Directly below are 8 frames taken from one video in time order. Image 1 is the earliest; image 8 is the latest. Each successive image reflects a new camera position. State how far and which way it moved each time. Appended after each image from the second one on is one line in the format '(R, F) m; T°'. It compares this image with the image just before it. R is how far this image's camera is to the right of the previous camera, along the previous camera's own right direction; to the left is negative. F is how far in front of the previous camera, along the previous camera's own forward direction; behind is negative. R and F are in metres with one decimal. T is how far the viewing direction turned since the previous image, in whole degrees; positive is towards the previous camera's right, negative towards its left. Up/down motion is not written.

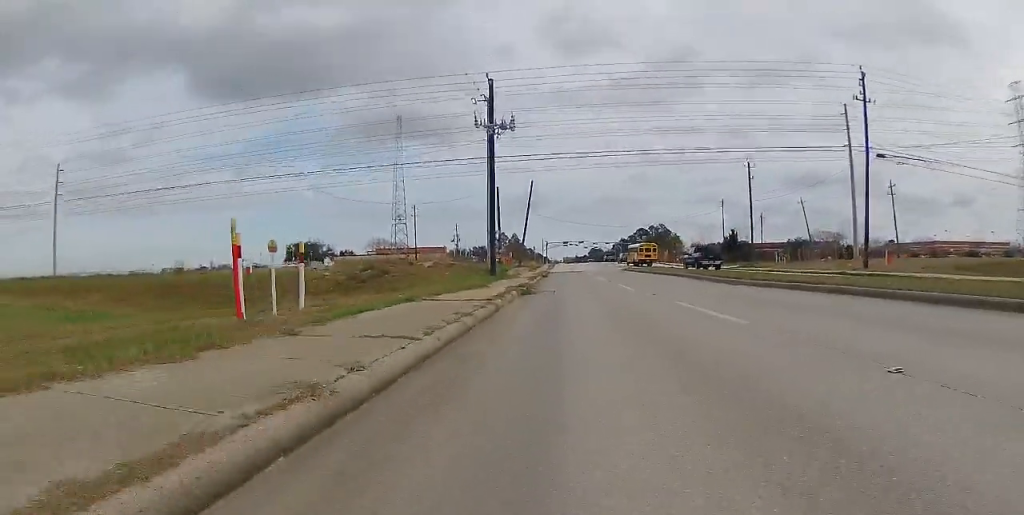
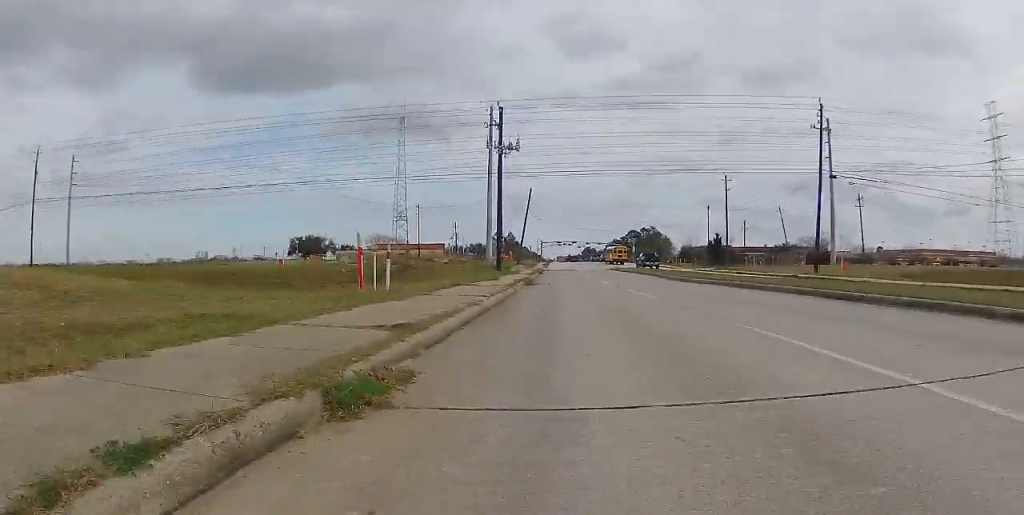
(+0.2, +7.0) m; 0°
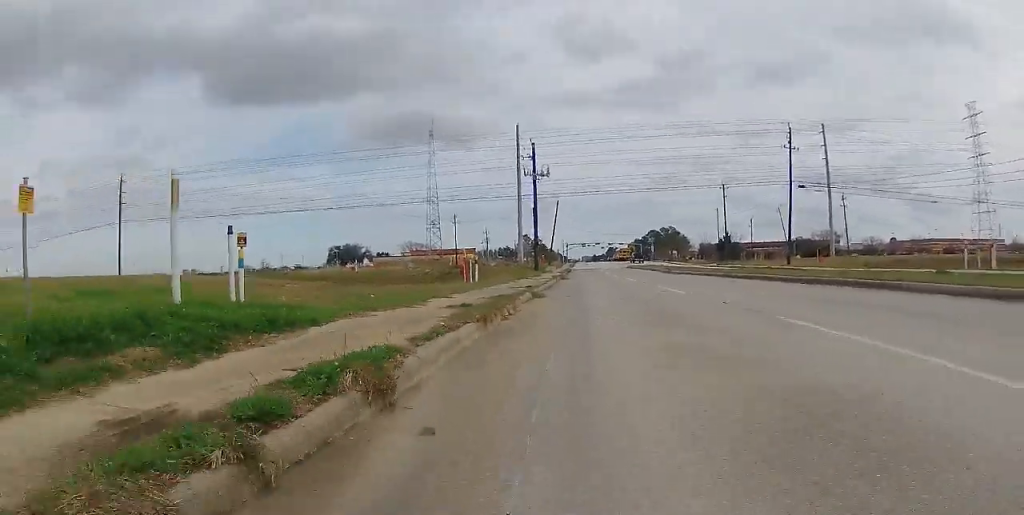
(-0.5, +11.4) m; -1°
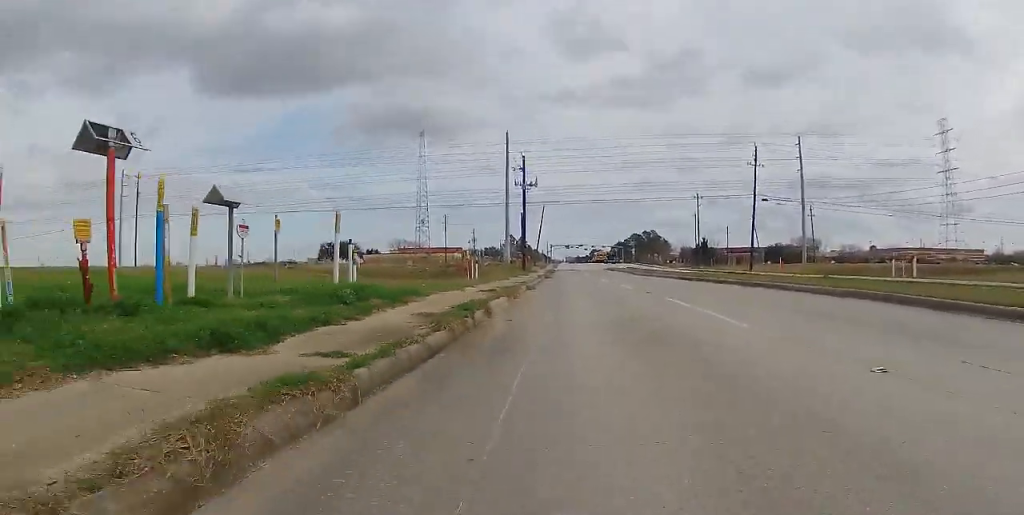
(+0.2, +6.4) m; +3°
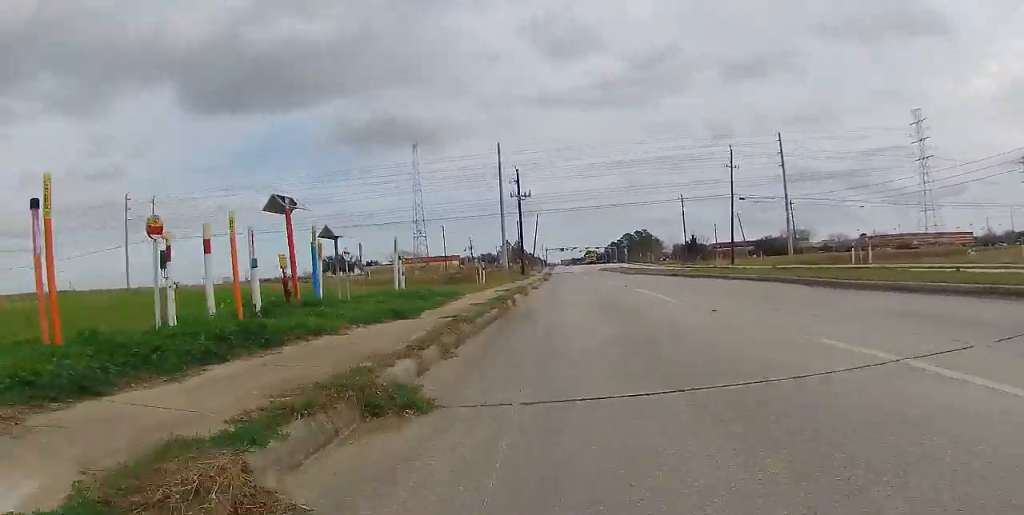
(+0.2, +5.2) m; 0°
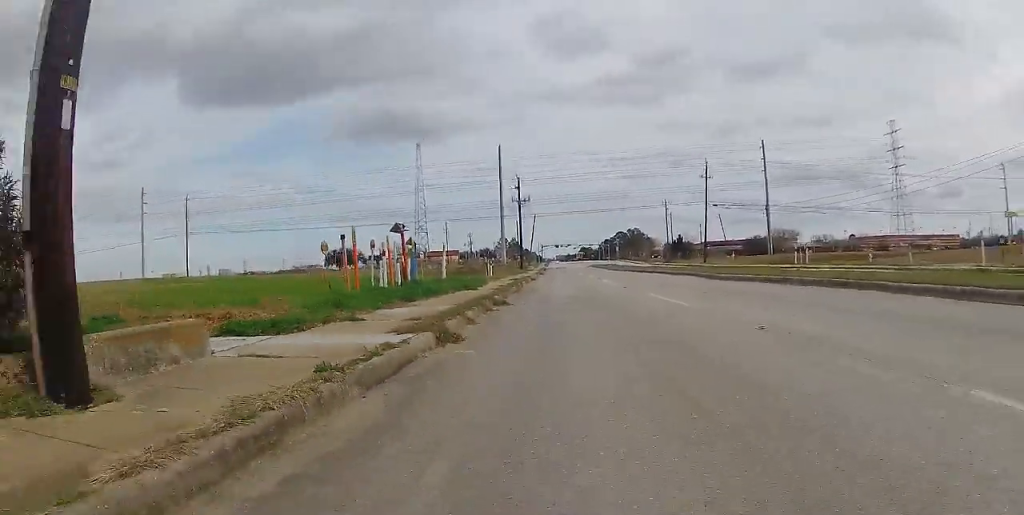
(-0.4, +9.8) m; -4°
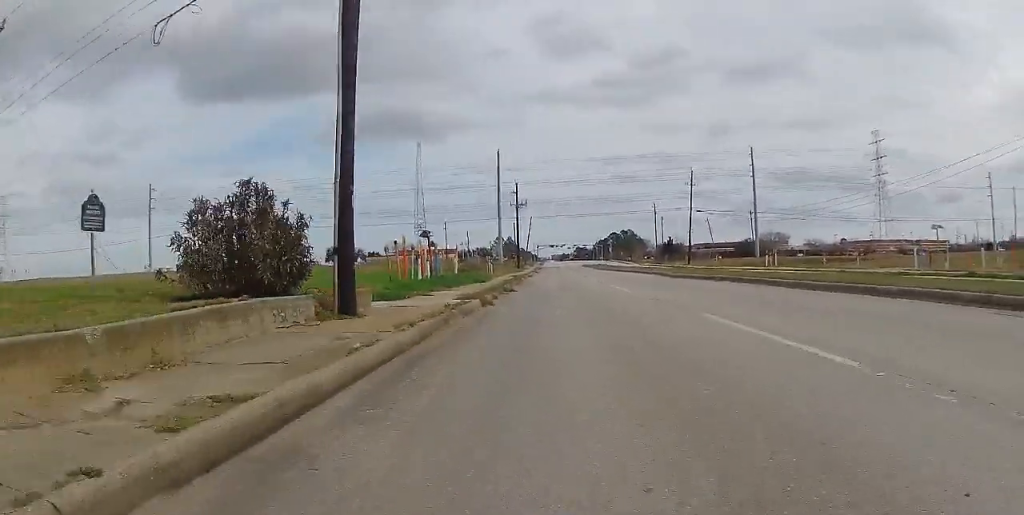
(-0.1, +5.8) m; +1°
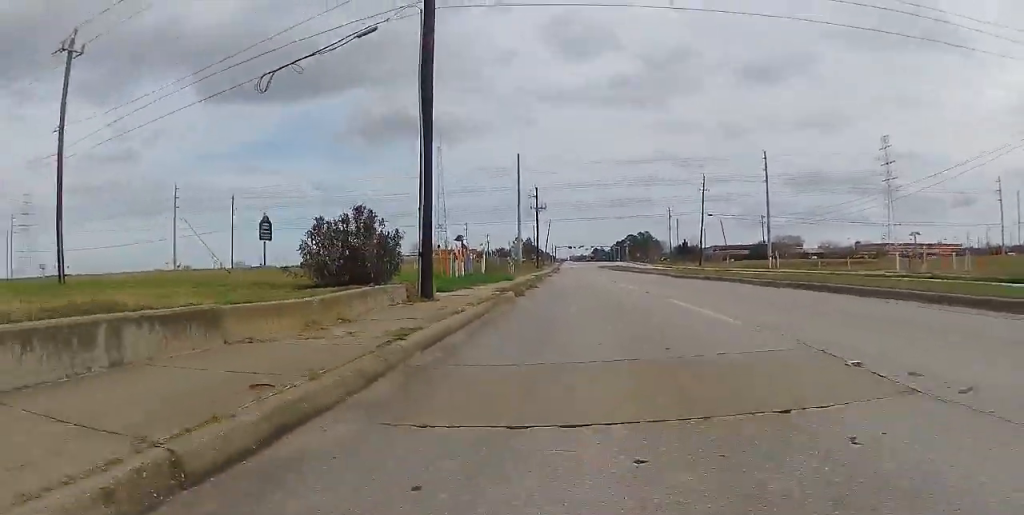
(+0.3, +4.0) m; 0°
